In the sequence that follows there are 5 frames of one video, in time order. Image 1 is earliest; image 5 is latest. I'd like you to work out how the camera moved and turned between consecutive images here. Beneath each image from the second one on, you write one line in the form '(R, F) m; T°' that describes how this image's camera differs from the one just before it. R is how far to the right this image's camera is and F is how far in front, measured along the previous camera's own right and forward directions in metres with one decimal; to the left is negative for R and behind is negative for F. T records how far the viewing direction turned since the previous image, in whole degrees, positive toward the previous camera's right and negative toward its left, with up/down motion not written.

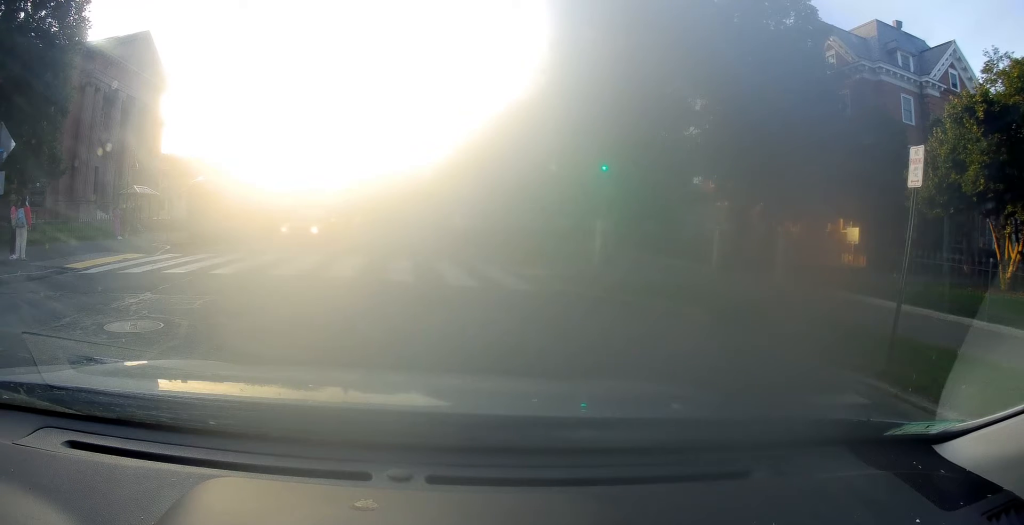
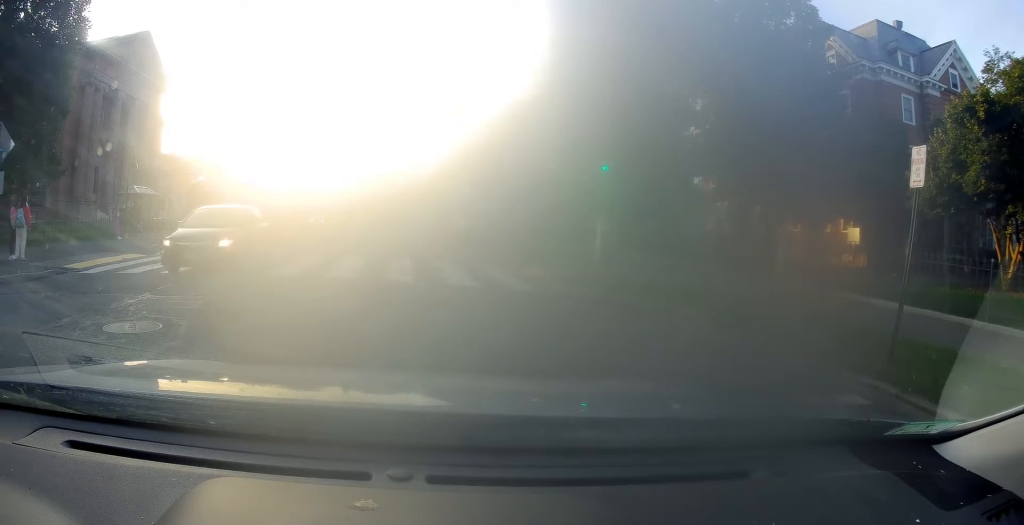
(-0.2, +0.4) m; 0°
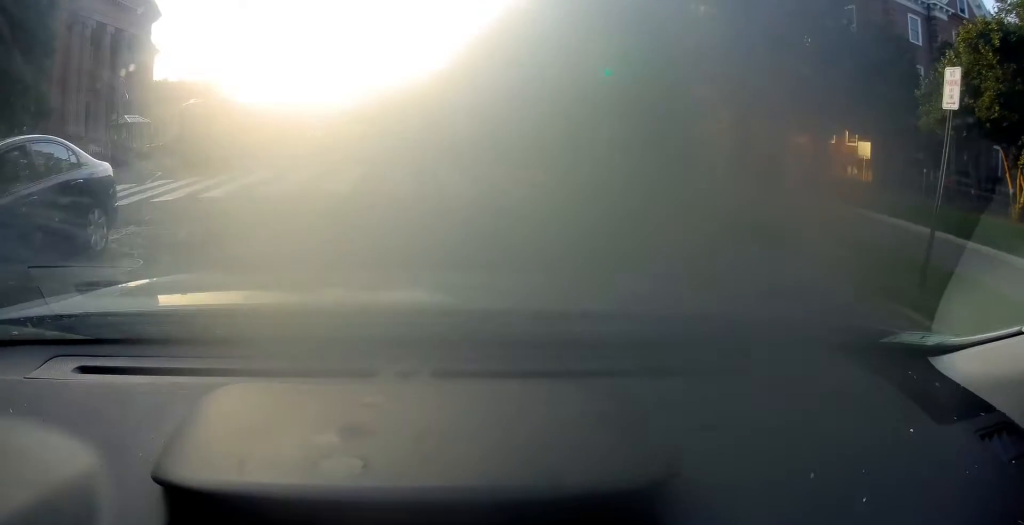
(-0.3, +0.7) m; -1°
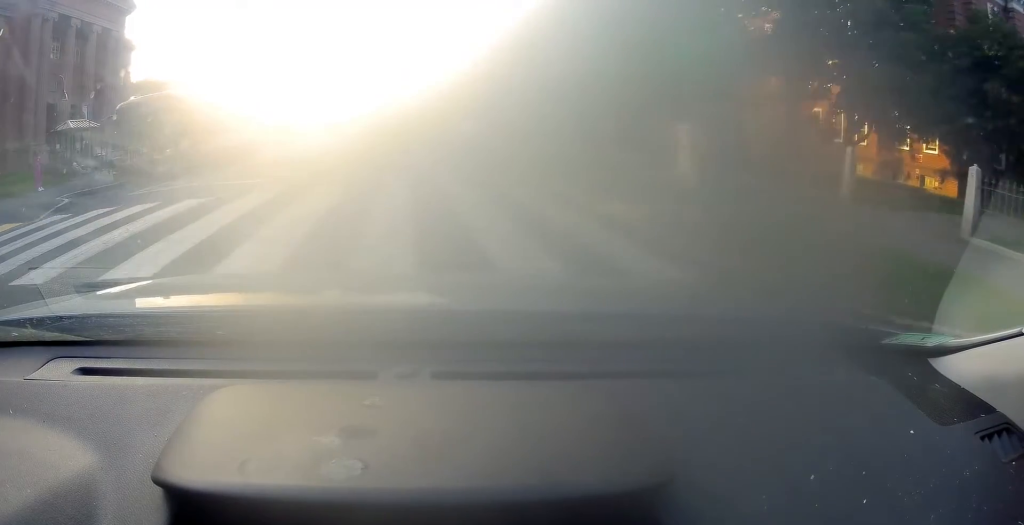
(-0.7, +5.1) m; -8°
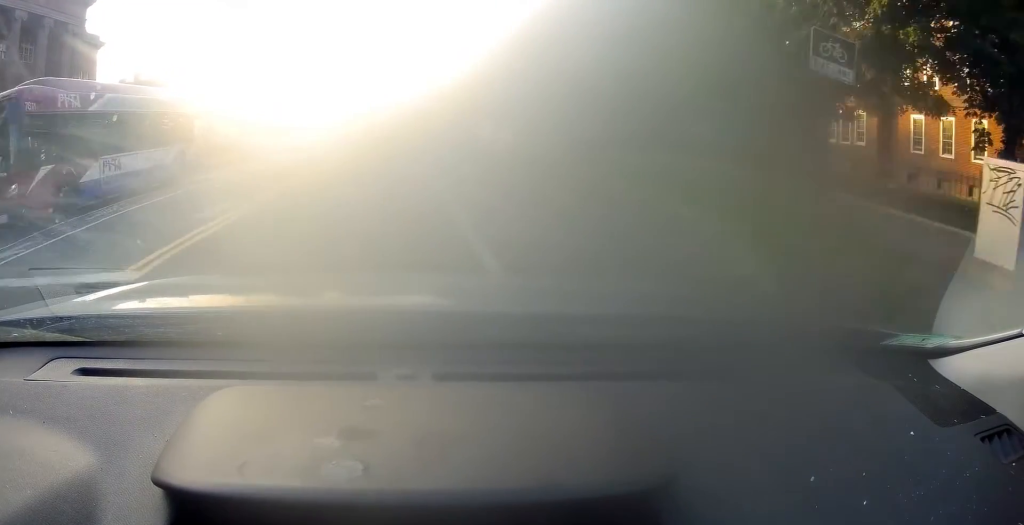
(-0.4, +9.9) m; -6°
